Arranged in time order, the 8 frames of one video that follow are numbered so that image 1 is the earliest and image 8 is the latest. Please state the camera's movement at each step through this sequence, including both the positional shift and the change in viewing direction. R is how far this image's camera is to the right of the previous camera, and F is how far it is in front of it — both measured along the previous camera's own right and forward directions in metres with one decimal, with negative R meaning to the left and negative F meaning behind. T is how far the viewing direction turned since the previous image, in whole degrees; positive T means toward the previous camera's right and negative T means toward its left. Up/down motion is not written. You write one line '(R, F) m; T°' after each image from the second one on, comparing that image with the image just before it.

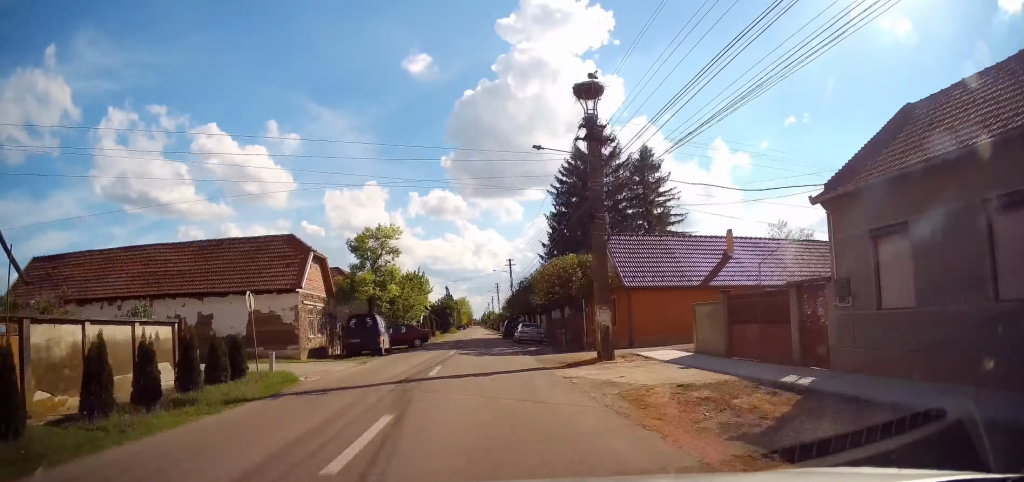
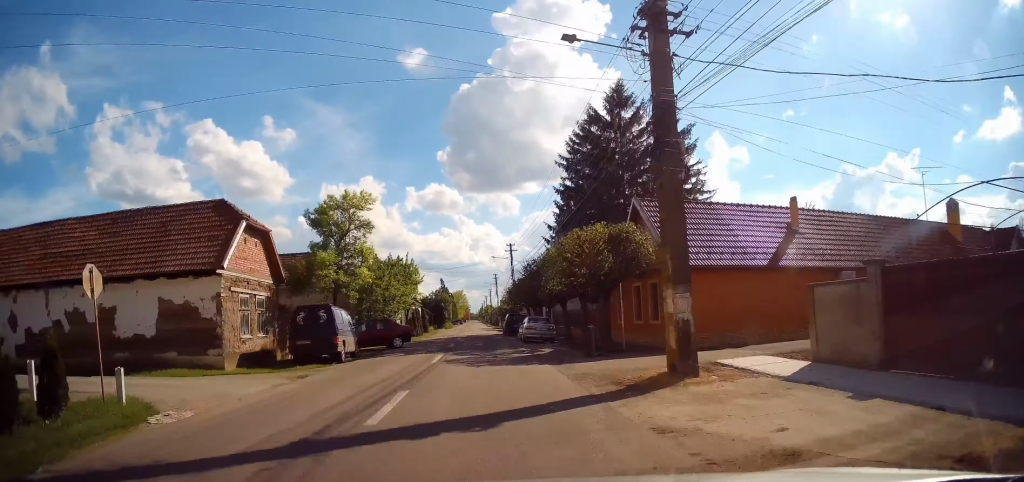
(+0.2, +7.2) m; +1°
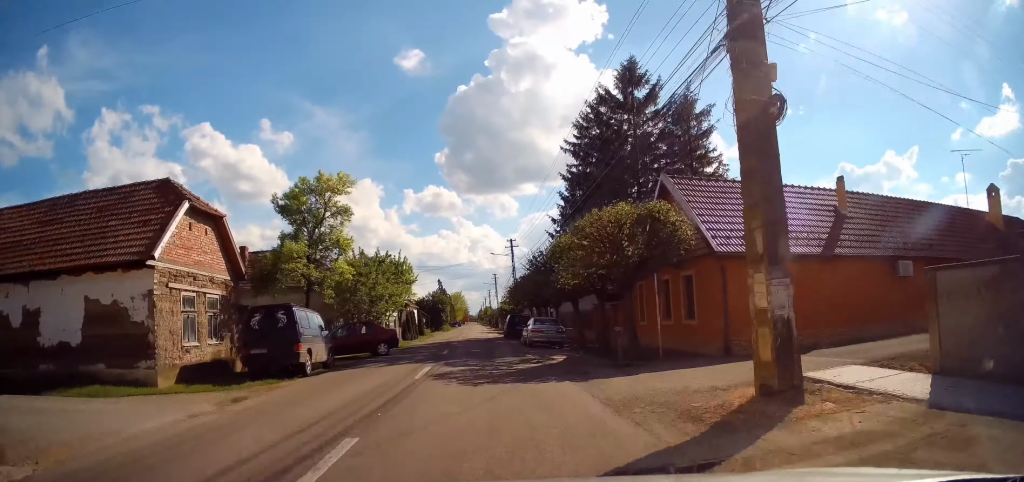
(+0.1, +4.2) m; -2°
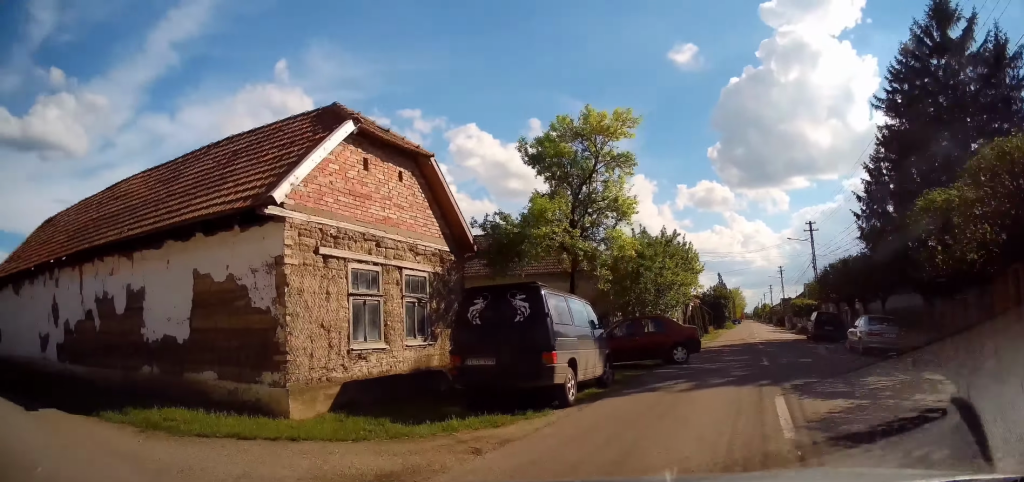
(-1.1, +7.8) m; -30°
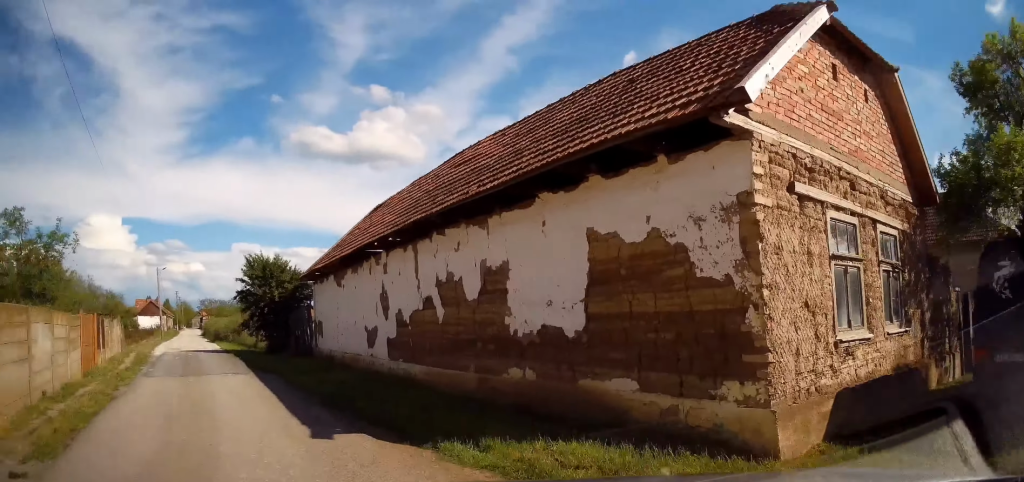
(-1.3, +3.7) m; -36°
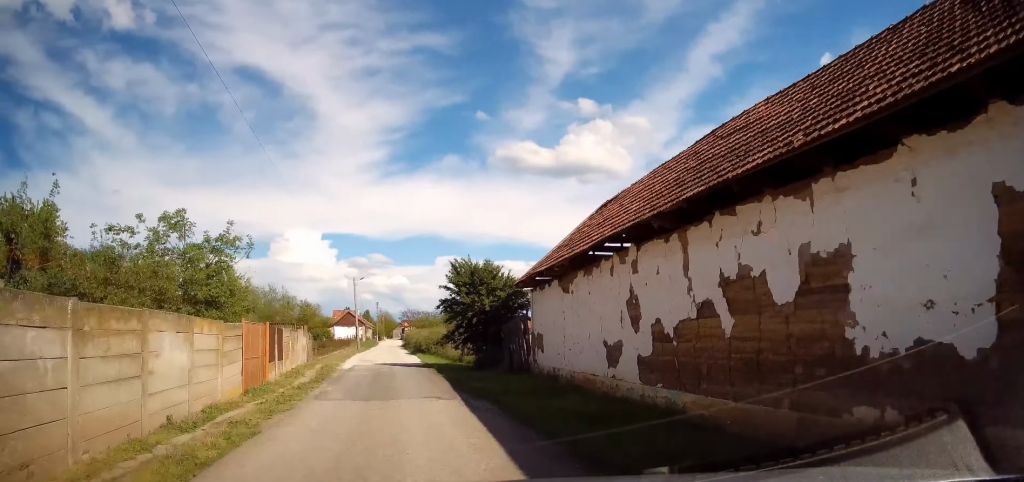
(-0.8, +3.1) m; -19°
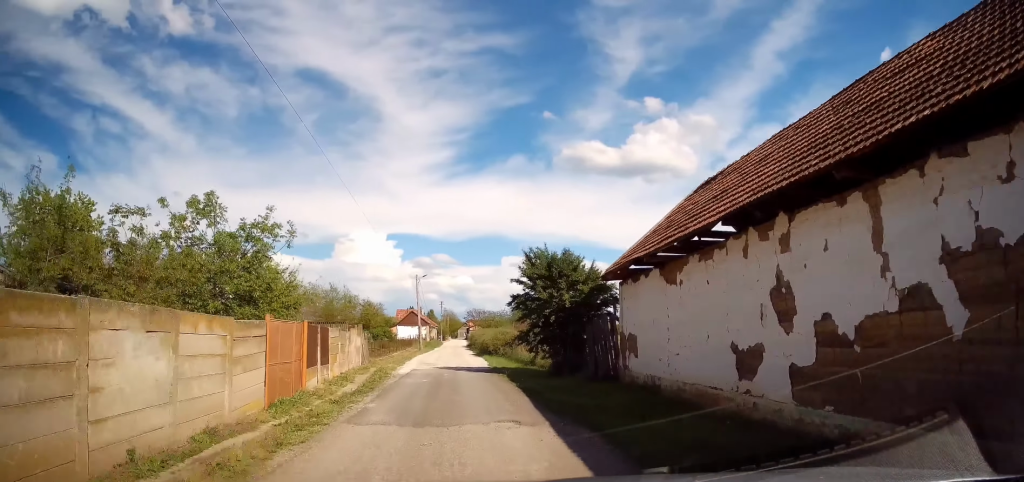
(-0.3, +2.6) m; -8°
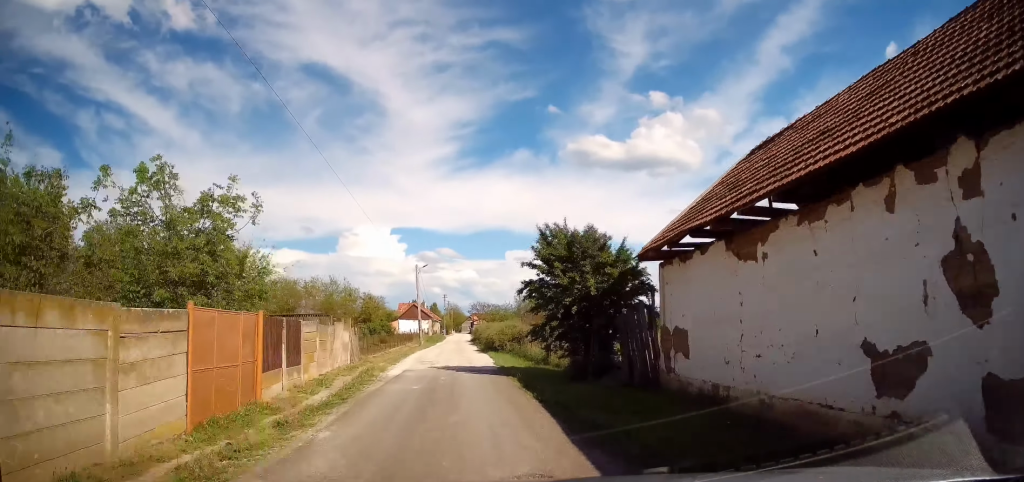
(-0.2, +2.8) m; -2°
